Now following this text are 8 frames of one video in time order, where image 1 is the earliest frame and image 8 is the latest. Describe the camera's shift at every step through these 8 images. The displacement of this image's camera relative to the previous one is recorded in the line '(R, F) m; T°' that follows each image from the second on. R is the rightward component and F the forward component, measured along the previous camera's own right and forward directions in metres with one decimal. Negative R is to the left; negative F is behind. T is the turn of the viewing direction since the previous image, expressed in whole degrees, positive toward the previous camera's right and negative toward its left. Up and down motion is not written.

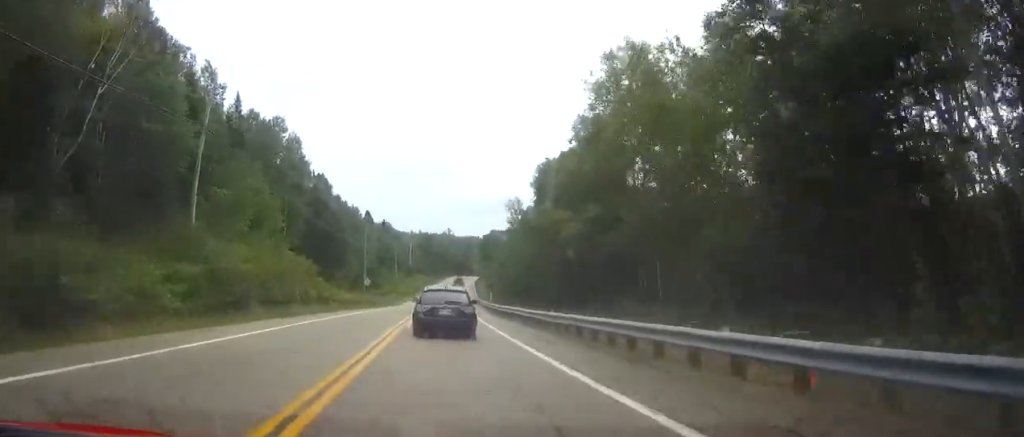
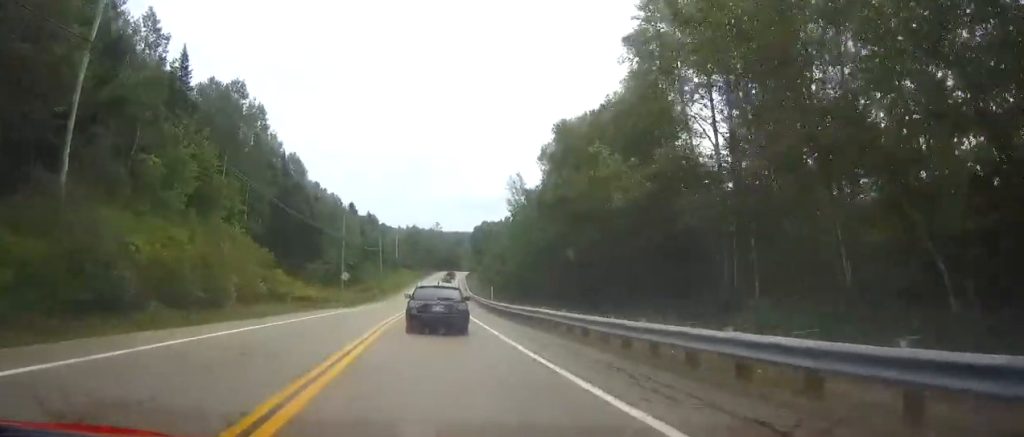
(0.0, +12.2) m; +1°
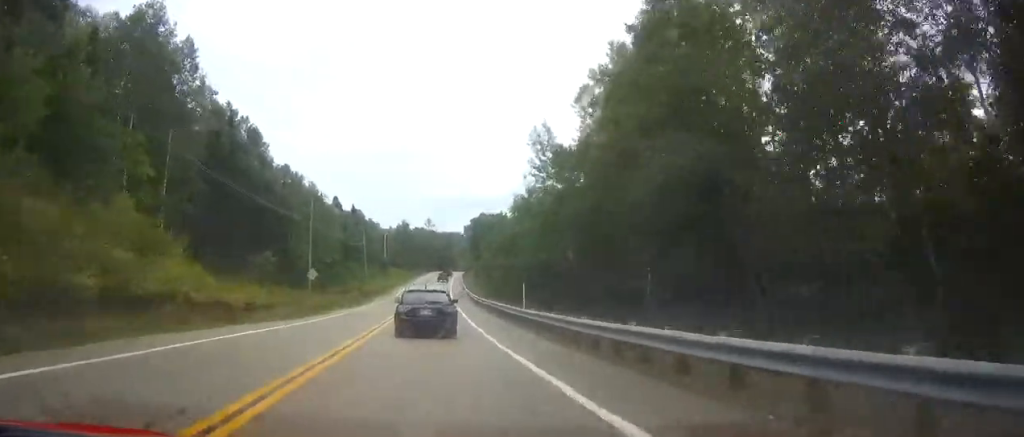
(+0.1, +19.5) m; +1°
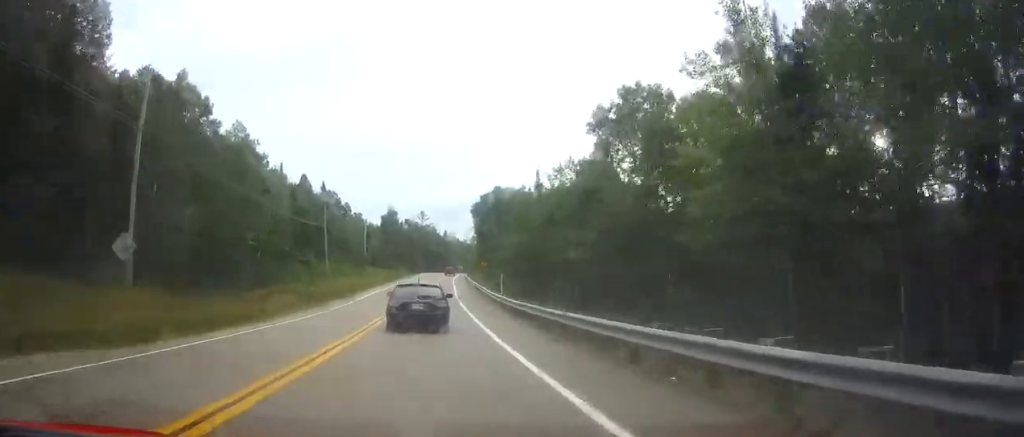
(+0.8, +43.0) m; +1°
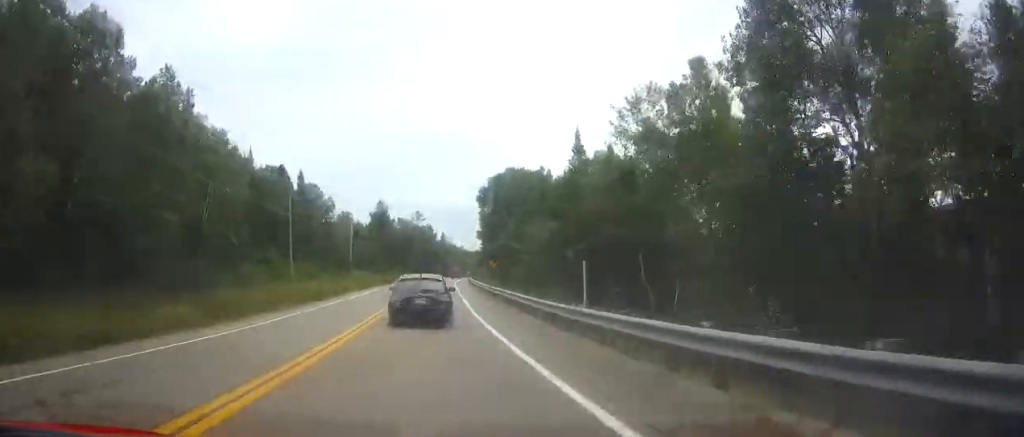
(+0.1, +20.9) m; +1°
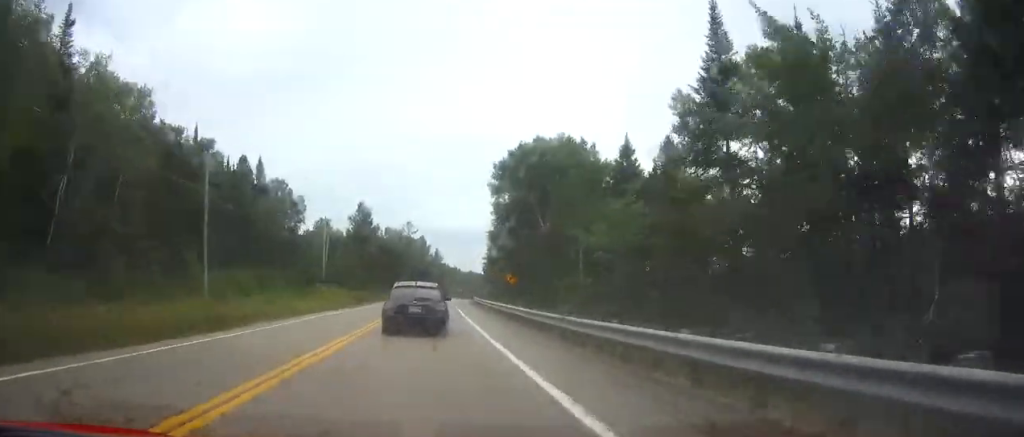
(+0.2, +25.9) m; +1°
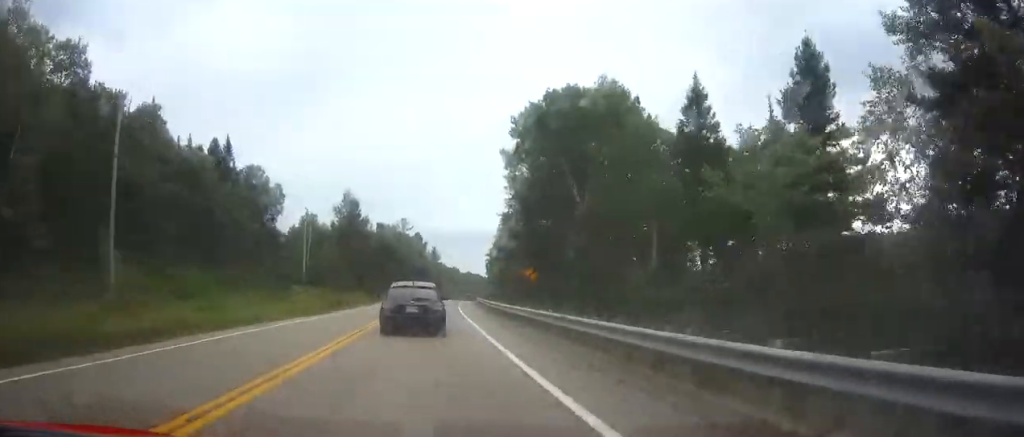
(+0.1, +14.2) m; 0°
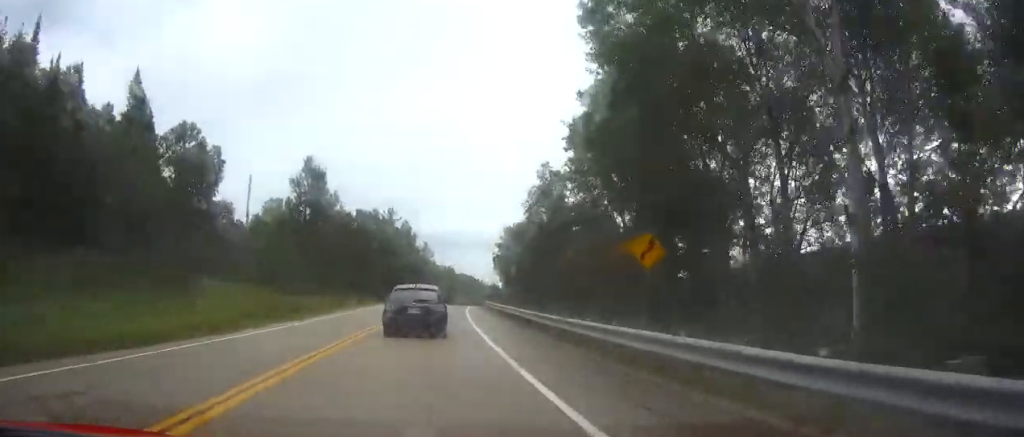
(+0.2, +26.5) m; +1°
